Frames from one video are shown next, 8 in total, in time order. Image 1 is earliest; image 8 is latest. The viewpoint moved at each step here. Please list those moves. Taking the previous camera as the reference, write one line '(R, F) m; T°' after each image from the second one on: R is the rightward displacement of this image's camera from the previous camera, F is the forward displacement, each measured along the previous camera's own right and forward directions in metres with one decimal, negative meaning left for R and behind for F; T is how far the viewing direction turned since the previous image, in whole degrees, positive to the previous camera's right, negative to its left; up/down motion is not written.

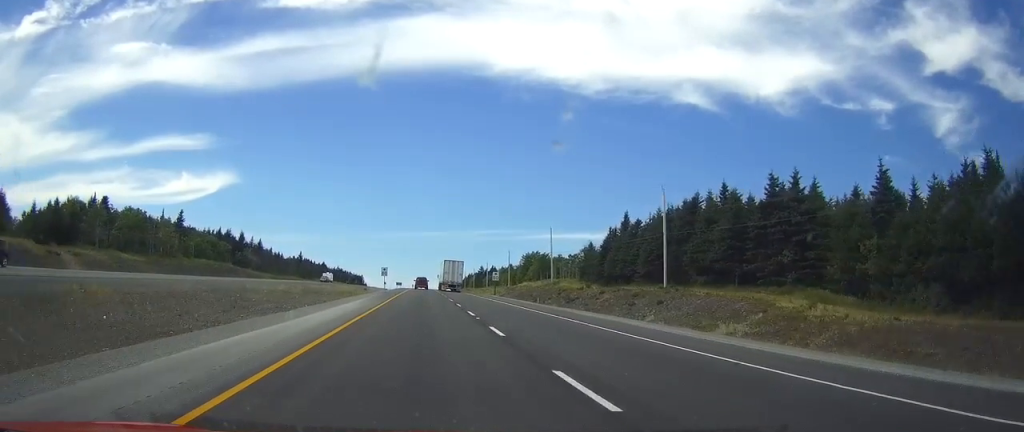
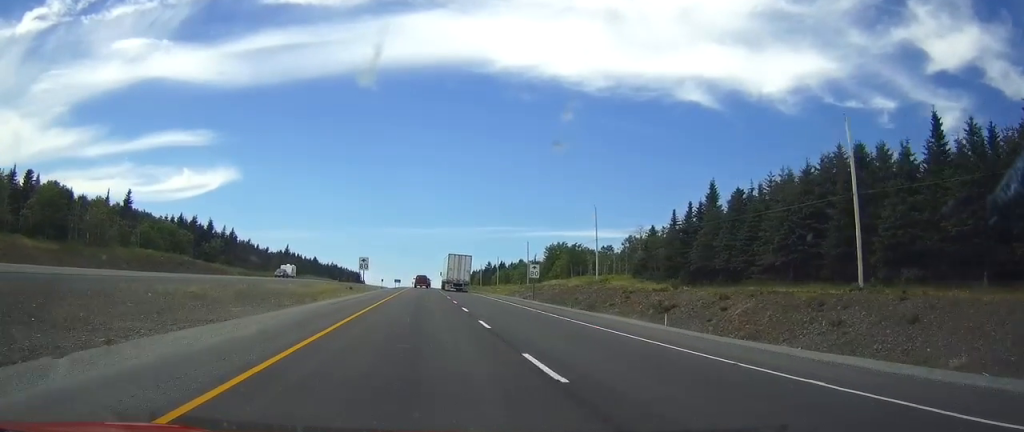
(0.0, +33.9) m; 0°
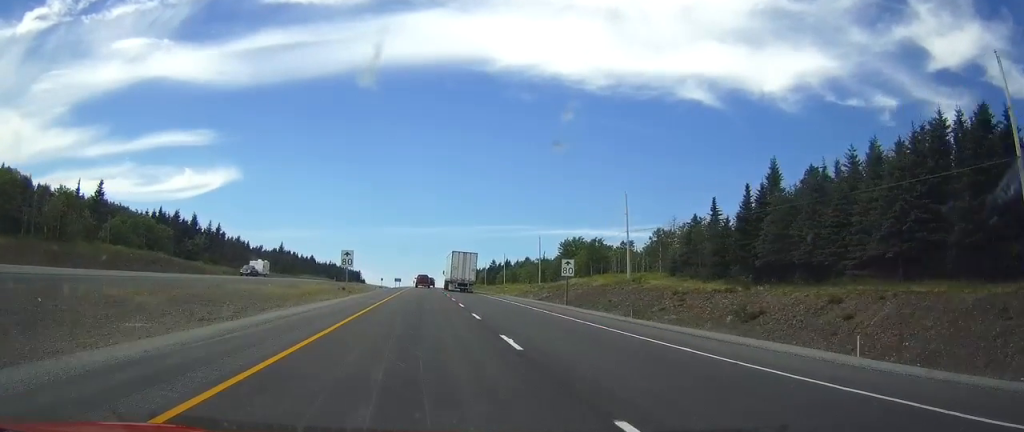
(0.0, +14.6) m; 0°
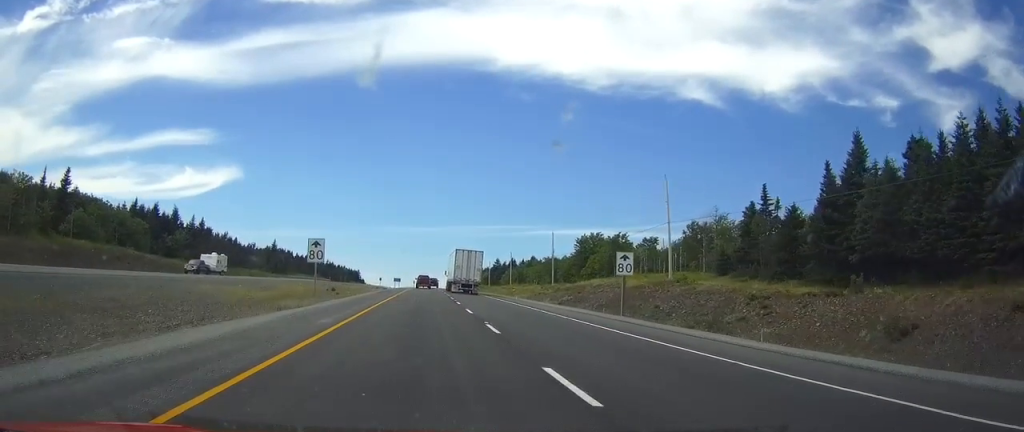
(0.0, +14.5) m; 0°
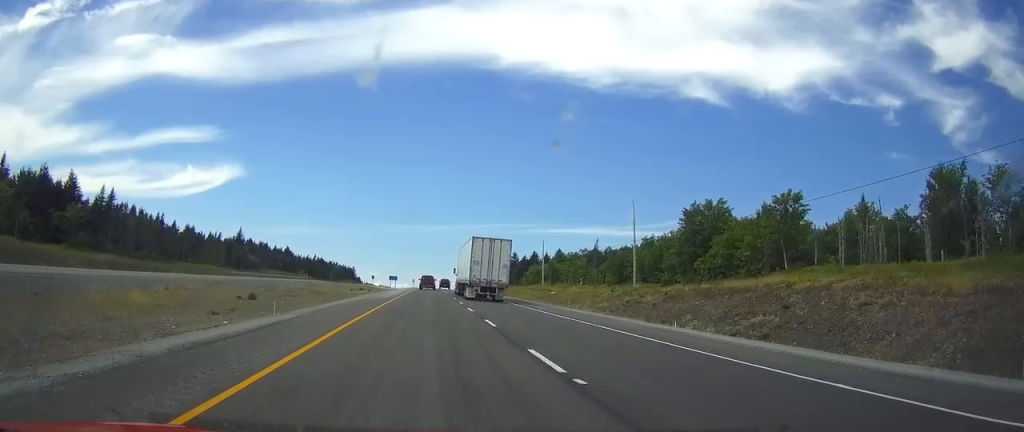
(0.0, +52.5) m; 0°
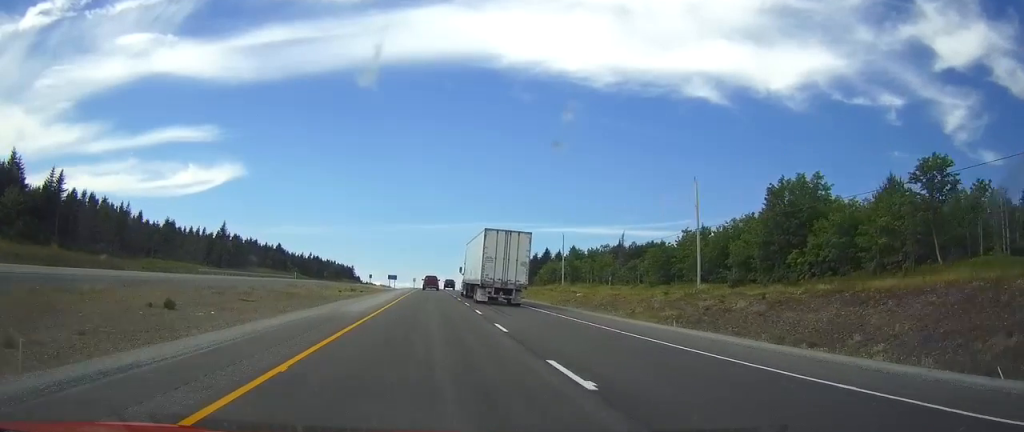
(0.0, +19.8) m; 0°
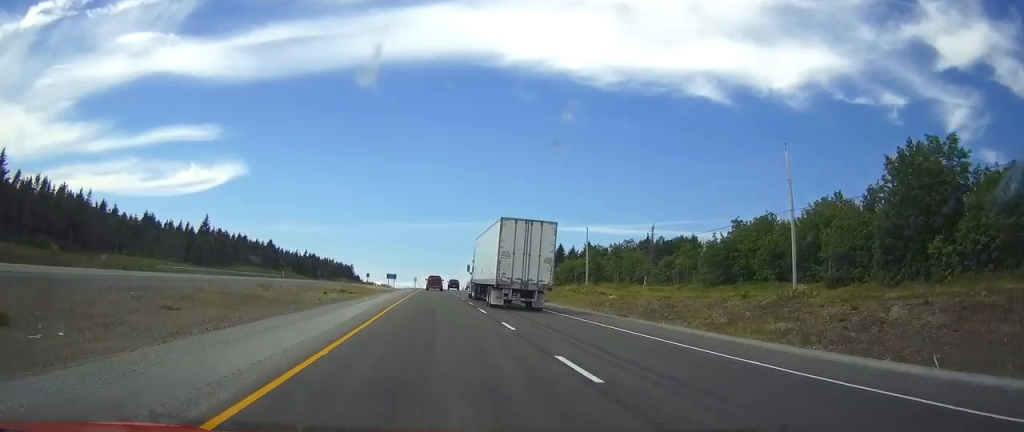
(0.0, +17.5) m; 0°
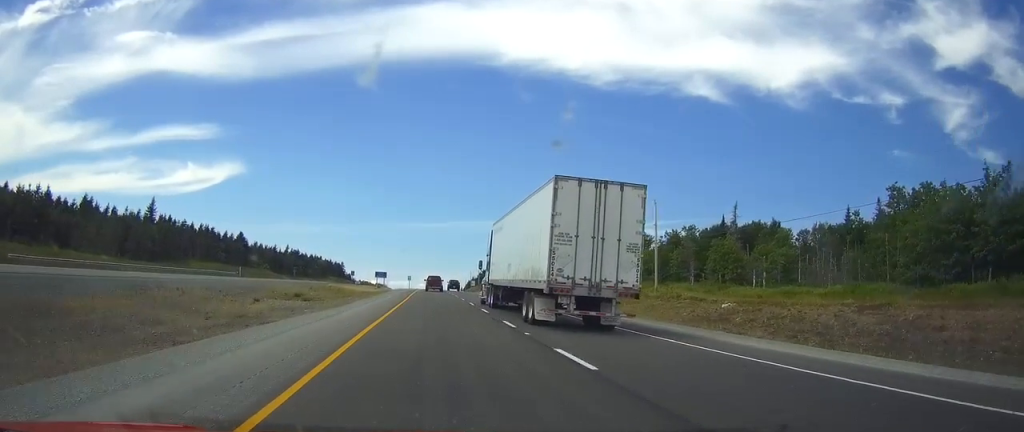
(0.0, +34.6) m; 0°
